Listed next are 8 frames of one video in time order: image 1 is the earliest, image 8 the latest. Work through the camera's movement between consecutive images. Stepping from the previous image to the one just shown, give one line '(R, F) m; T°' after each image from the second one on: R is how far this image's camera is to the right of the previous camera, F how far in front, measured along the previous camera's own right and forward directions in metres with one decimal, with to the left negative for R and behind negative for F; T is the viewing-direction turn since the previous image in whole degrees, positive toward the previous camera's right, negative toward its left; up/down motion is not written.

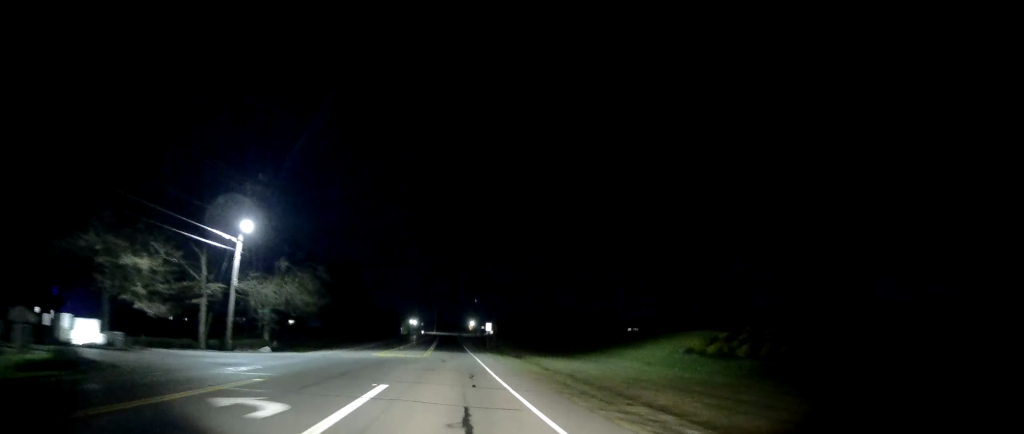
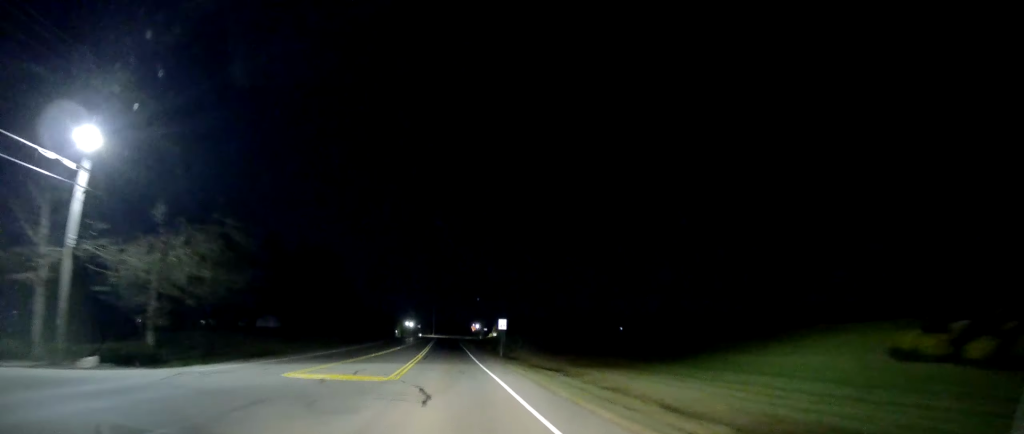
(-0.4, +20.1) m; -1°
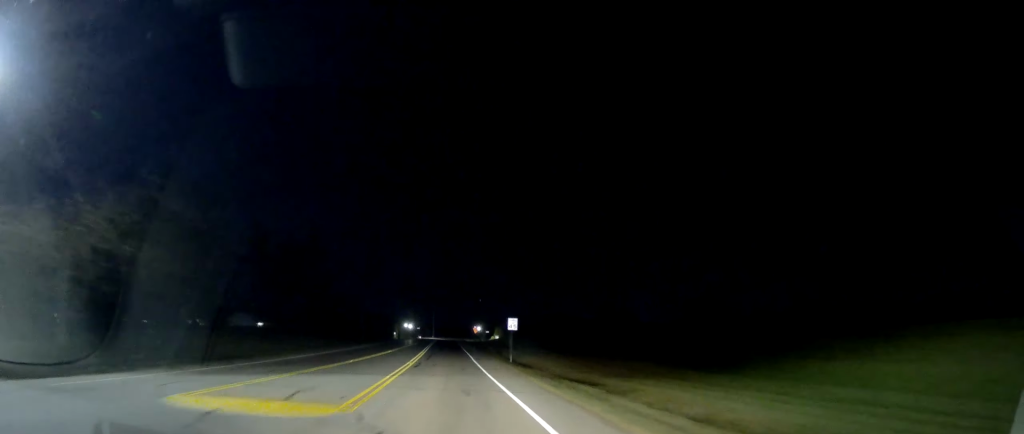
(0.0, +7.8) m; 0°
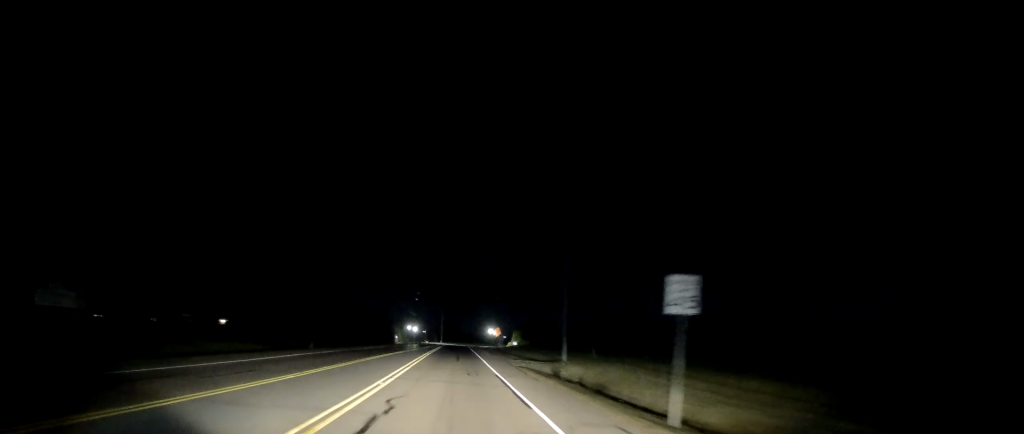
(+0.2, +28.4) m; +1°
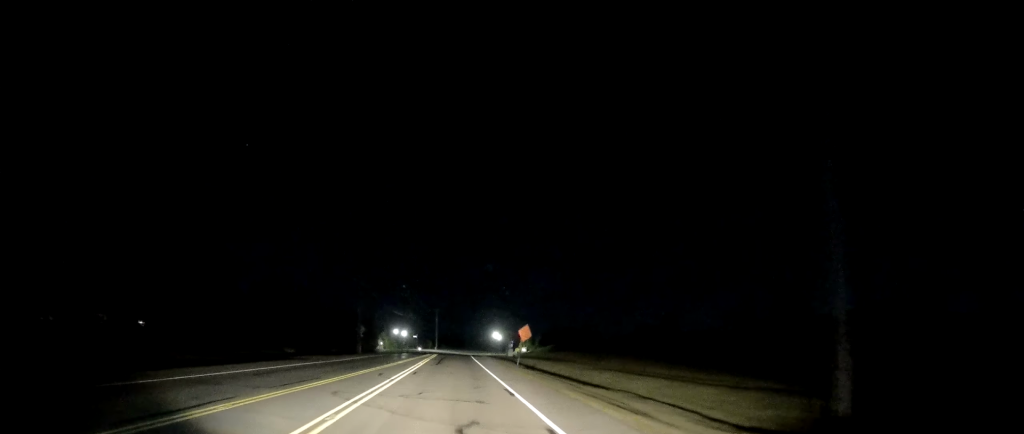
(-0.4, +30.3) m; -1°
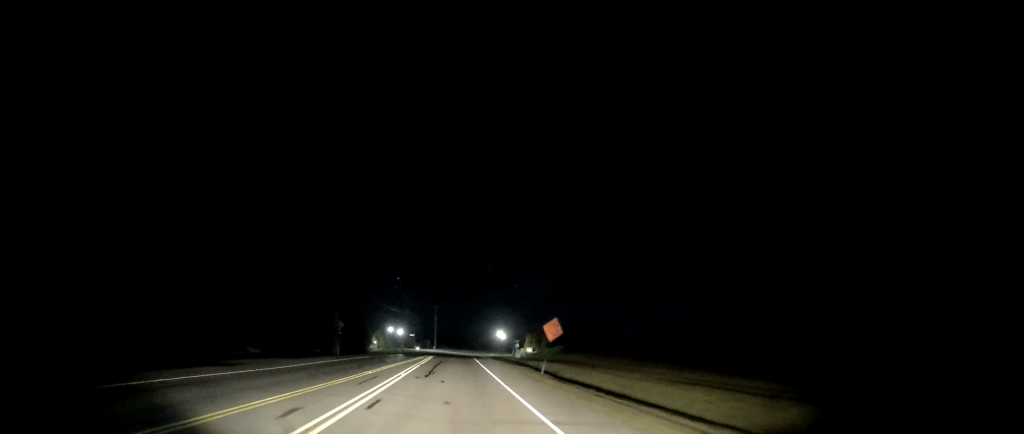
(+0.1, +11.6) m; 0°
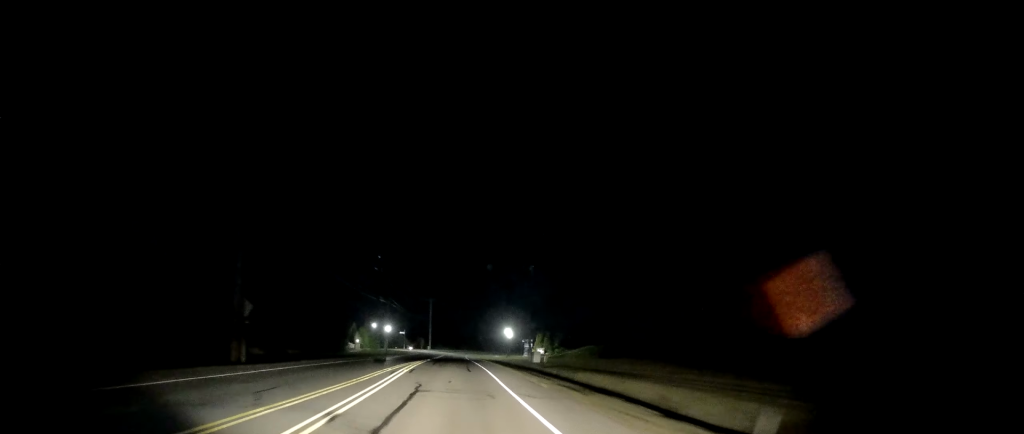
(+0.3, +21.8) m; 0°
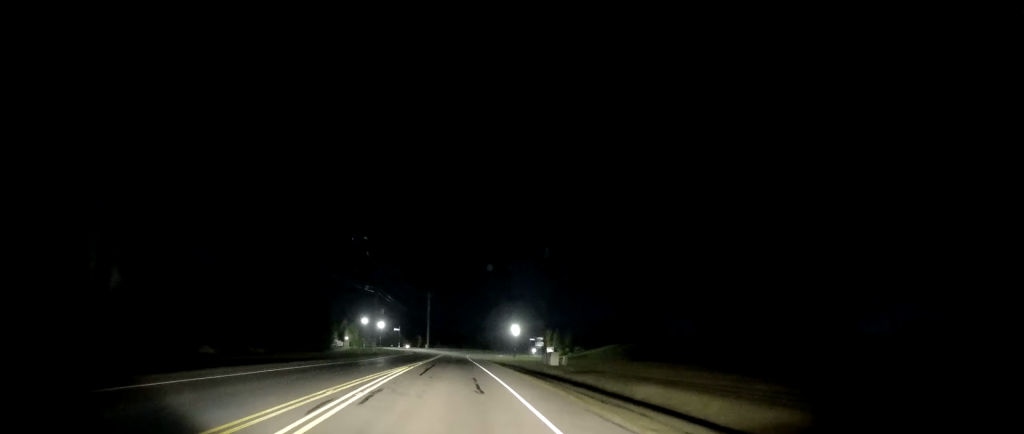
(-0.1, +11.5) m; -1°
